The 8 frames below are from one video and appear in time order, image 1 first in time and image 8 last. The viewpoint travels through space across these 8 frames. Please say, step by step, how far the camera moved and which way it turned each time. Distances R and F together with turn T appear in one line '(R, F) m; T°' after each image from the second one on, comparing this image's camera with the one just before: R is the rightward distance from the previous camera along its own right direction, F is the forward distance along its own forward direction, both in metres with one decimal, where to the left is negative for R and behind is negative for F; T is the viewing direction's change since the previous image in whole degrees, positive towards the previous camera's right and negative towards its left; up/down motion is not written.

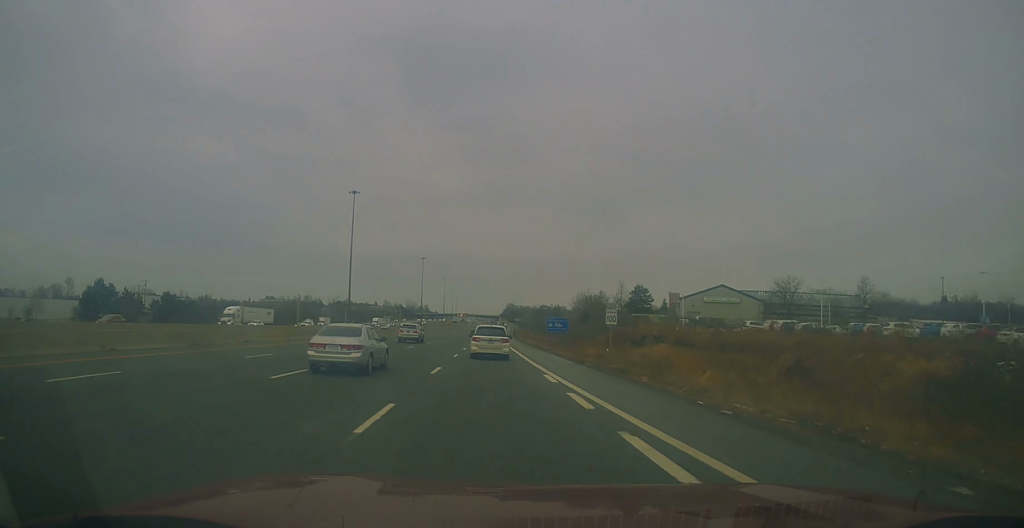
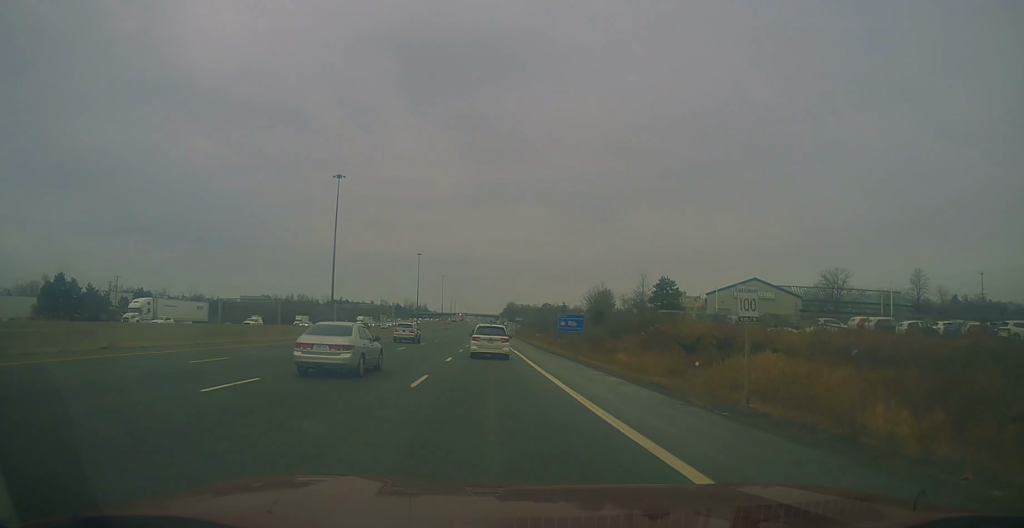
(-0.1, +16.6) m; 0°
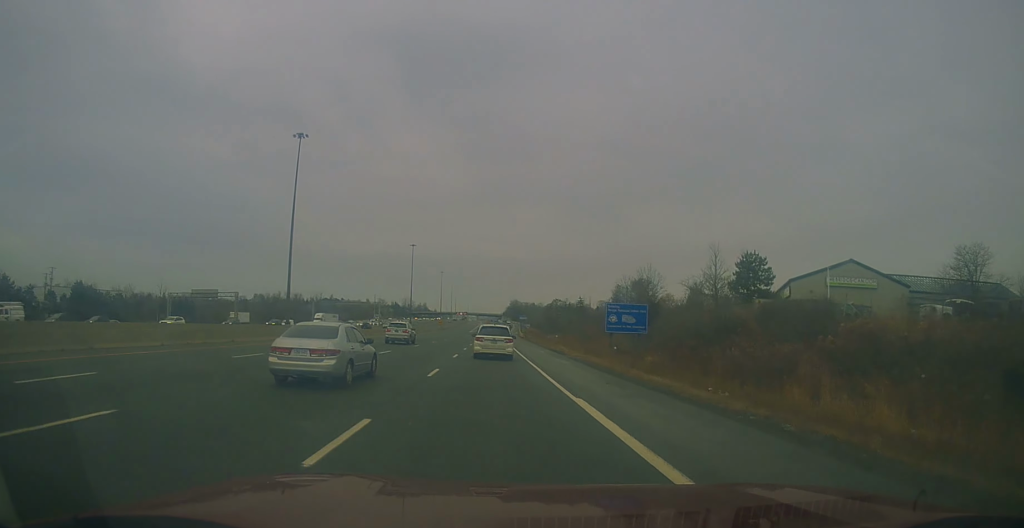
(+0.2, +32.0) m; 0°
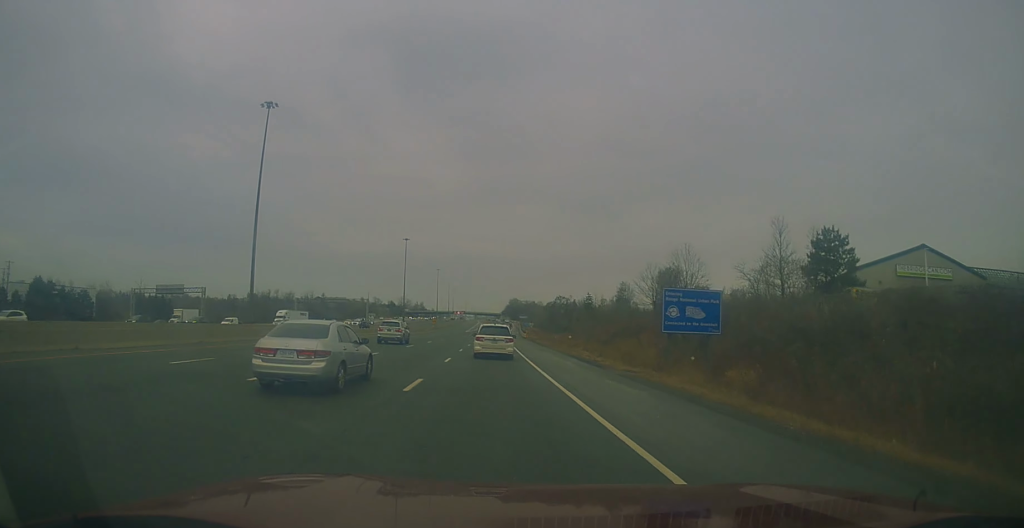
(0.0, +16.6) m; 0°
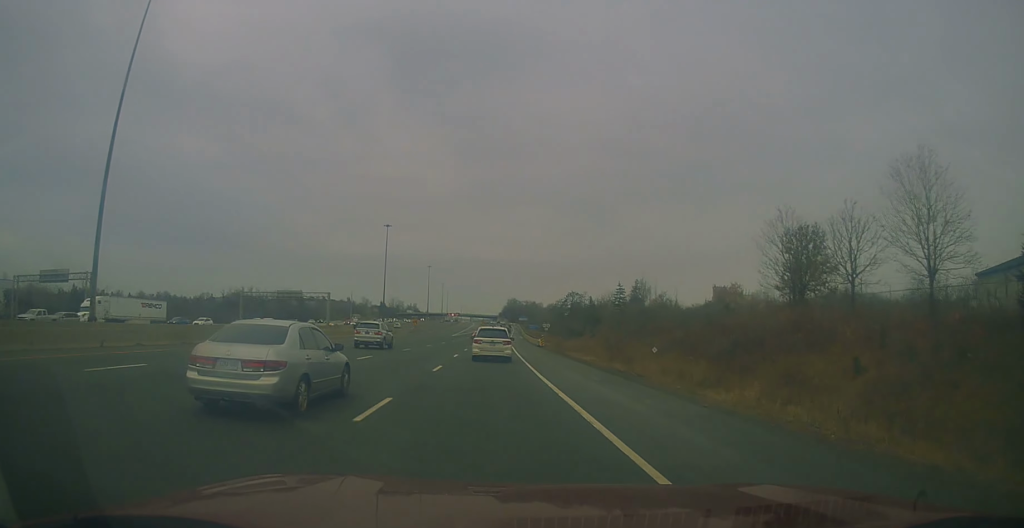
(+0.1, +39.7) m; +1°
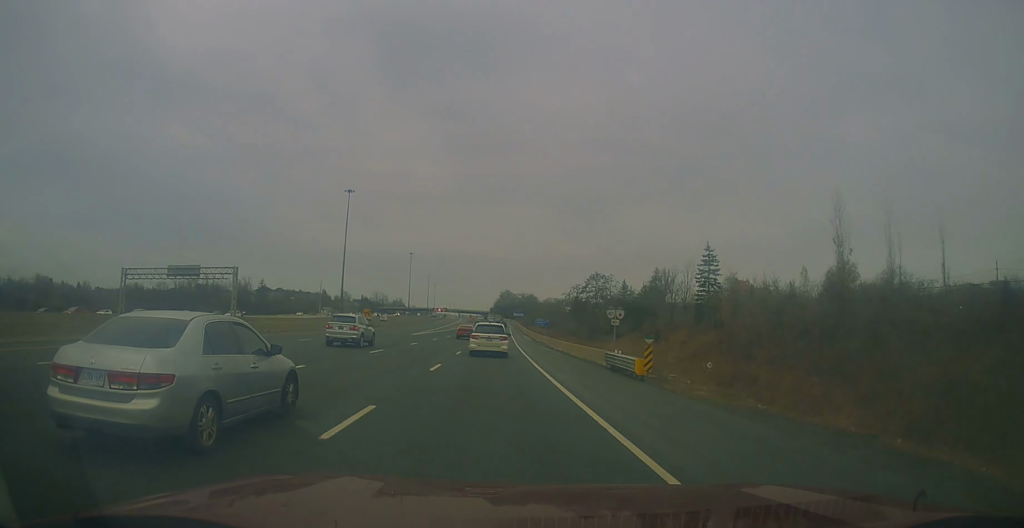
(+0.4, +49.0) m; 0°
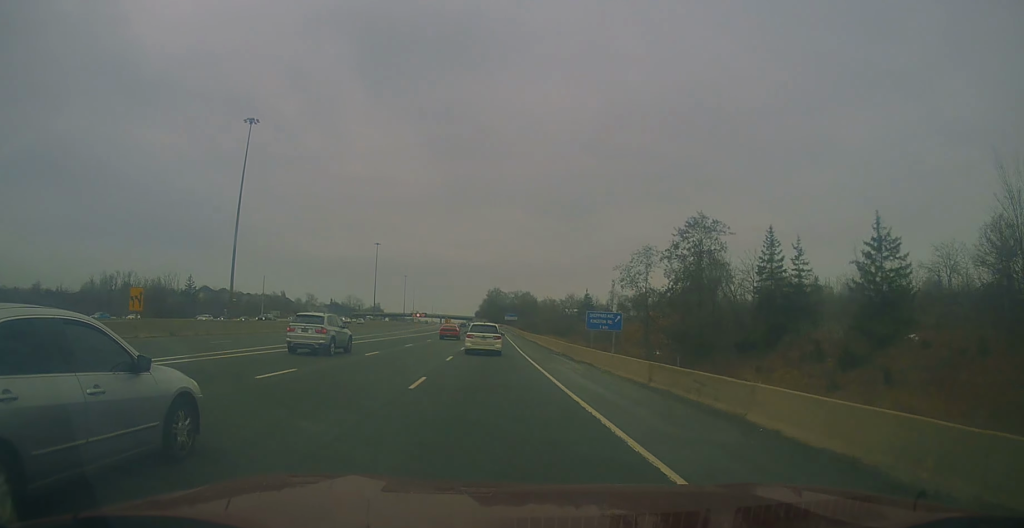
(+0.4, +65.5) m; +1°
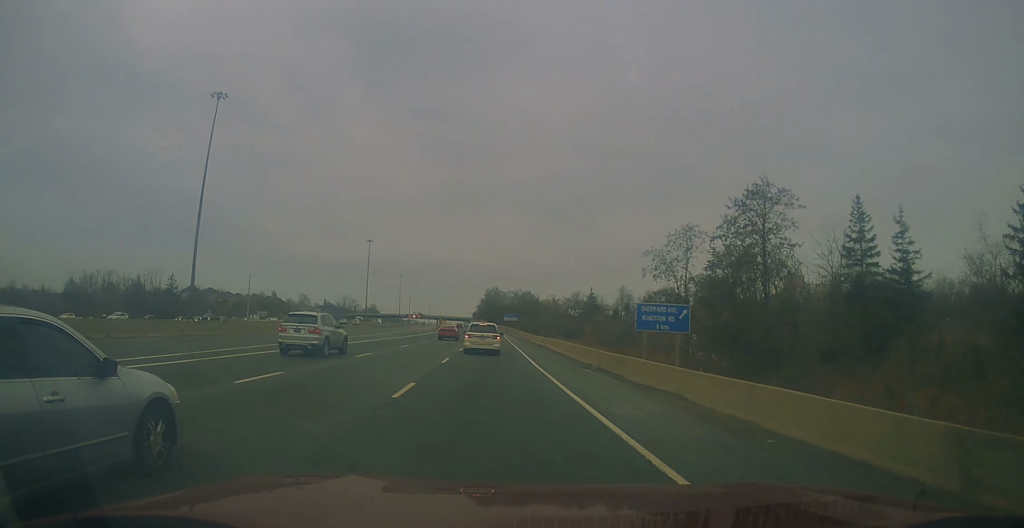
(+0.1, +13.9) m; 0°
